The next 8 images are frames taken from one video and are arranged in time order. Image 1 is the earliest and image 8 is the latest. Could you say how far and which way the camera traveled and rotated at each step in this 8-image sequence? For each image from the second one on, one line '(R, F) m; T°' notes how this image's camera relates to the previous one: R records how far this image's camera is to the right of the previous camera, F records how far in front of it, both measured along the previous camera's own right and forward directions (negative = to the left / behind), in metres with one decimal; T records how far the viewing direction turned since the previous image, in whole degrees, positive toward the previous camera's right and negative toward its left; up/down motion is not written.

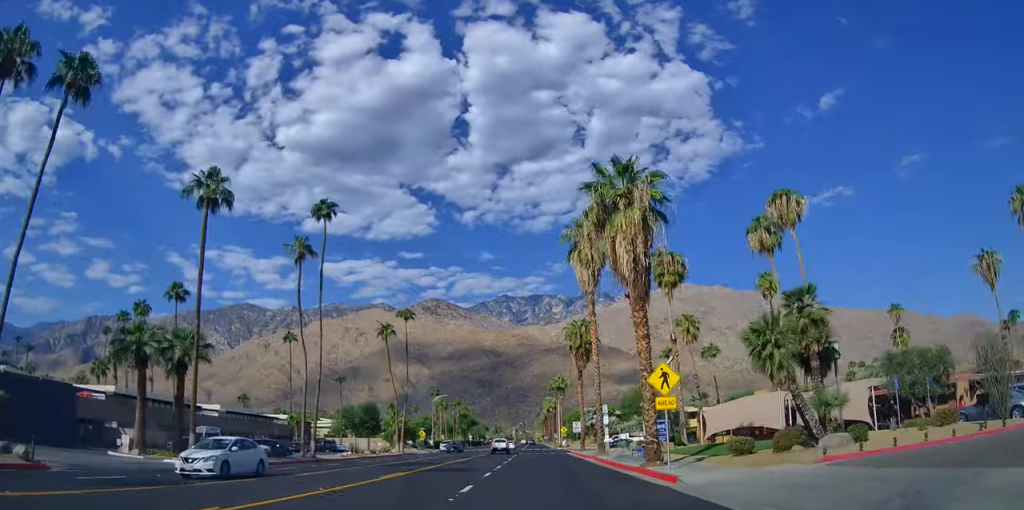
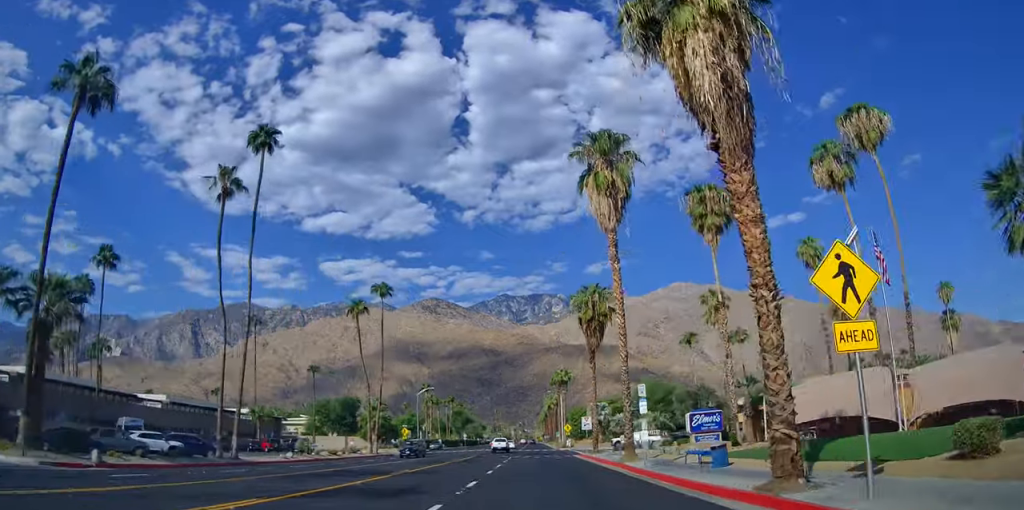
(0.0, +13.1) m; 0°
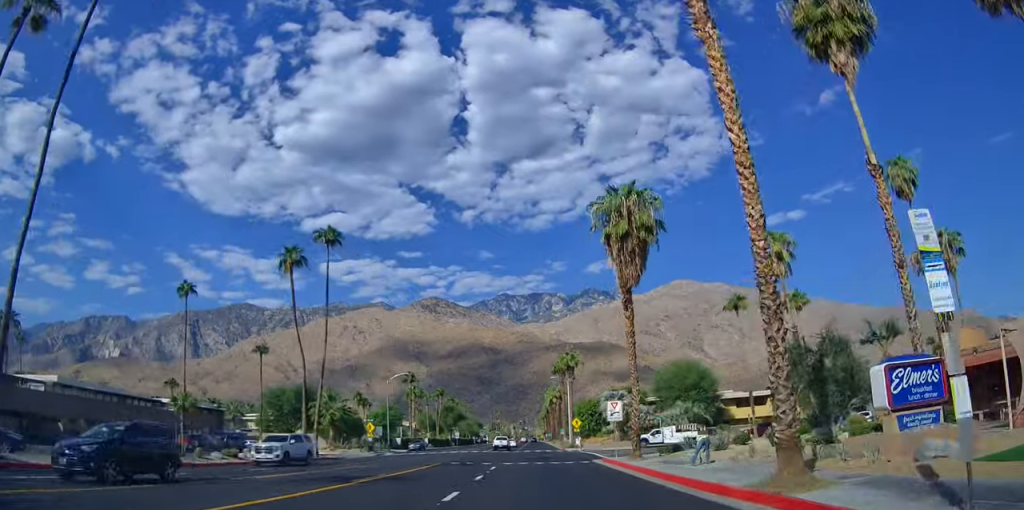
(0.0, +19.0) m; 0°
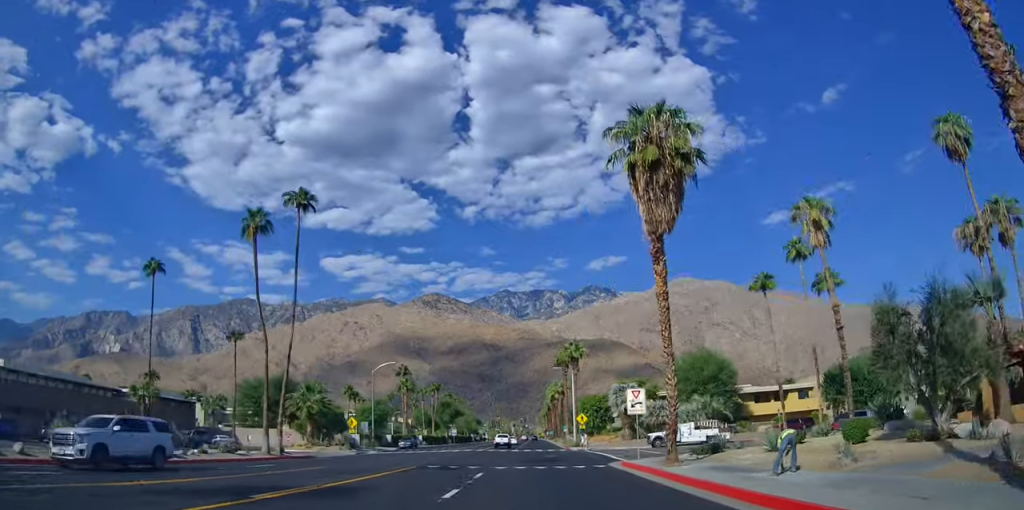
(0.0, +7.5) m; 0°
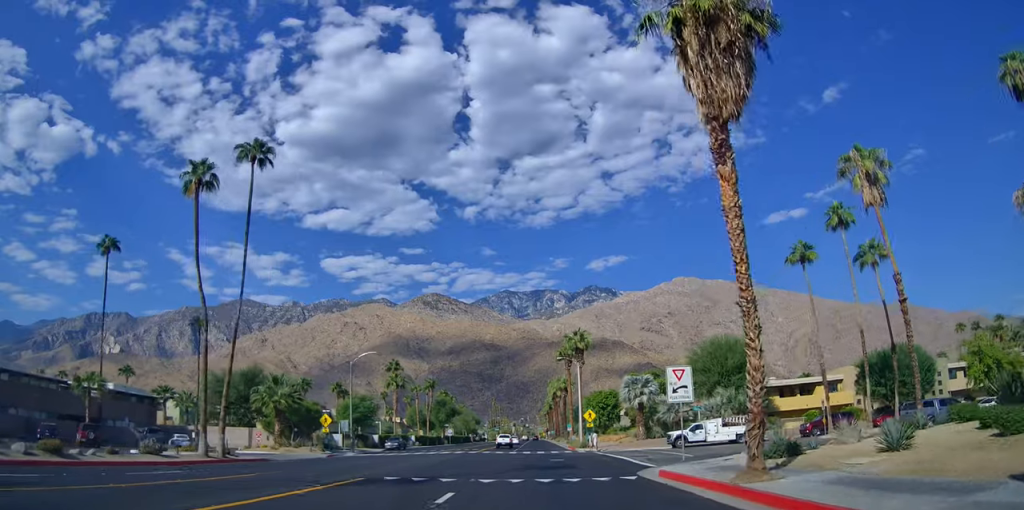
(0.0, +9.0) m; 0°
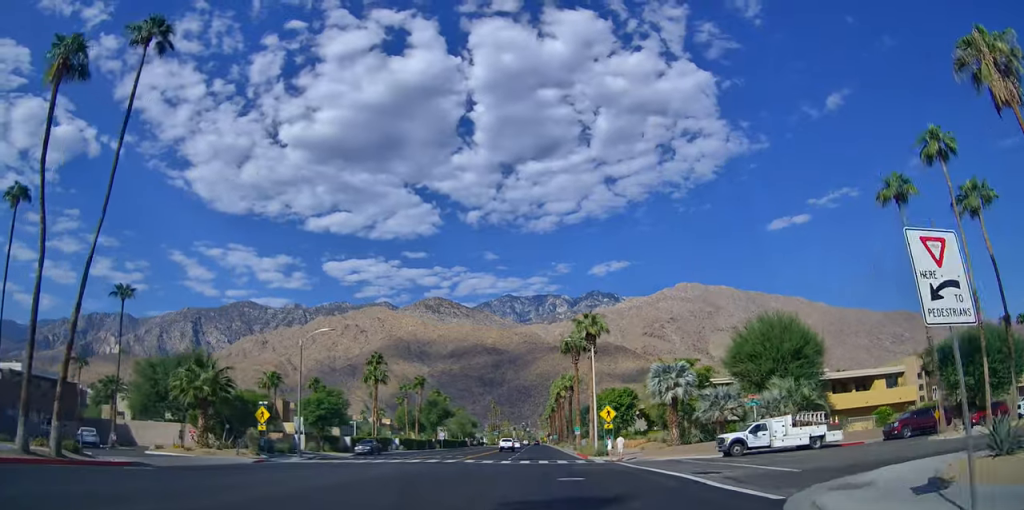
(0.0, +15.0) m; -1°
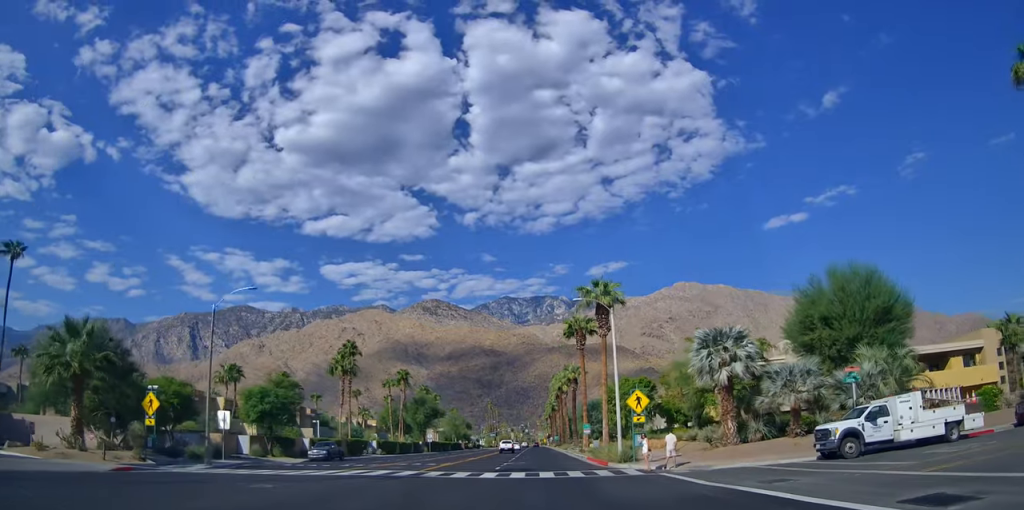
(-0.1, +13.8) m; -2°
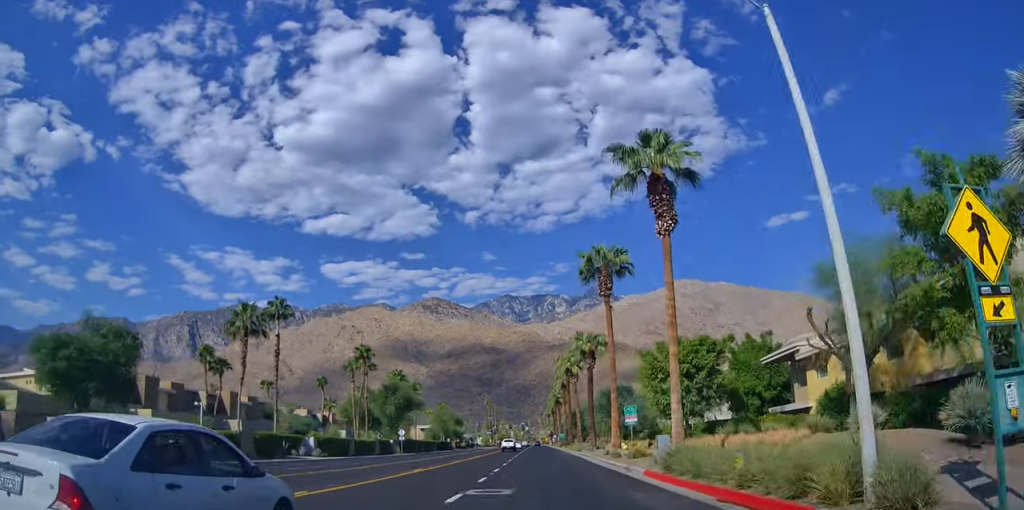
(+0.2, +23.6) m; +2°
